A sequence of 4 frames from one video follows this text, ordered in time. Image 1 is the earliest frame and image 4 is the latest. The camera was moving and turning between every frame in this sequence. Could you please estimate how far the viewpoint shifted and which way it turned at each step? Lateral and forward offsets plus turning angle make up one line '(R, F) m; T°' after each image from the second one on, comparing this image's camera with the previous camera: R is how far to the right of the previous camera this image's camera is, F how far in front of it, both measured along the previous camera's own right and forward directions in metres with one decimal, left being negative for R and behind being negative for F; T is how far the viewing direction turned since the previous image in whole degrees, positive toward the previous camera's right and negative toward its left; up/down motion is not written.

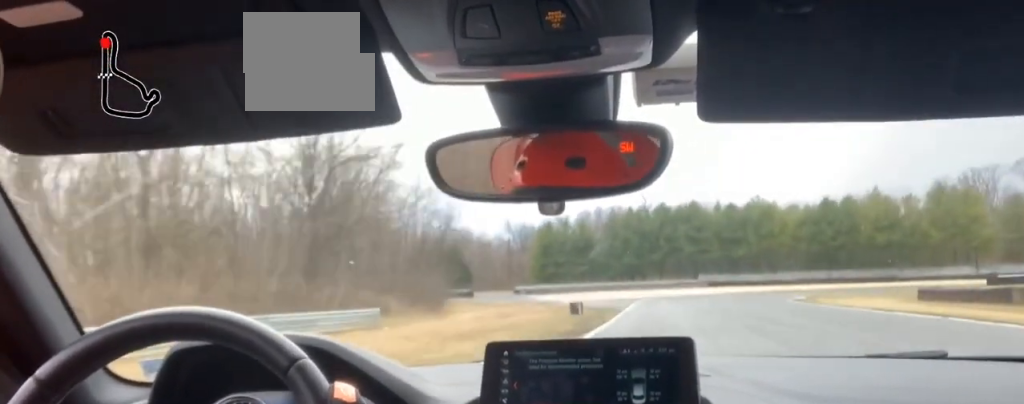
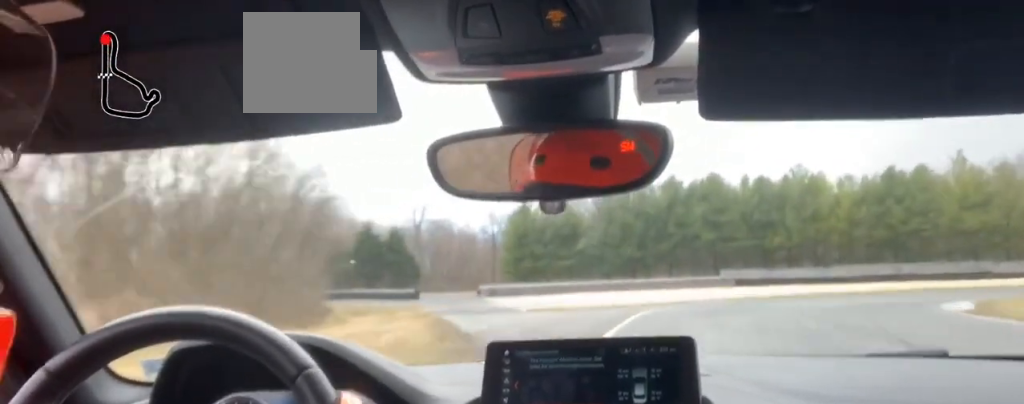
(+1.0, +39.5) m; +10°
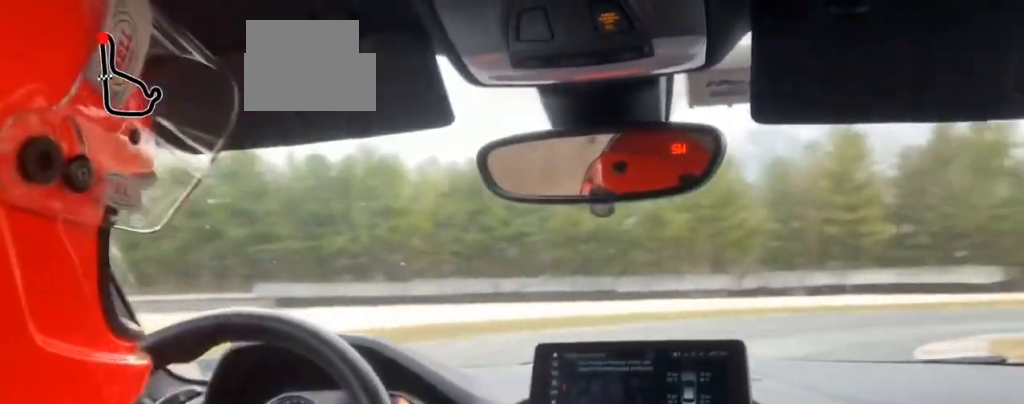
(+7.9, +39.8) m; +14°
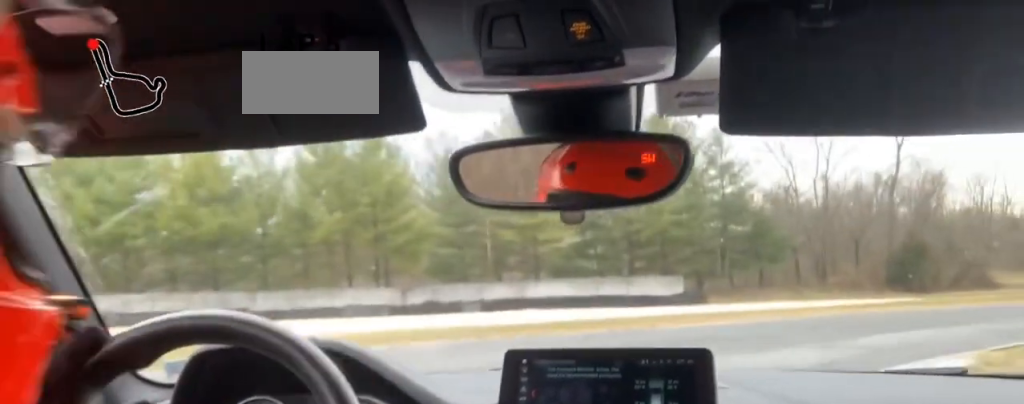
(+0.2, +15.7) m; +3°
